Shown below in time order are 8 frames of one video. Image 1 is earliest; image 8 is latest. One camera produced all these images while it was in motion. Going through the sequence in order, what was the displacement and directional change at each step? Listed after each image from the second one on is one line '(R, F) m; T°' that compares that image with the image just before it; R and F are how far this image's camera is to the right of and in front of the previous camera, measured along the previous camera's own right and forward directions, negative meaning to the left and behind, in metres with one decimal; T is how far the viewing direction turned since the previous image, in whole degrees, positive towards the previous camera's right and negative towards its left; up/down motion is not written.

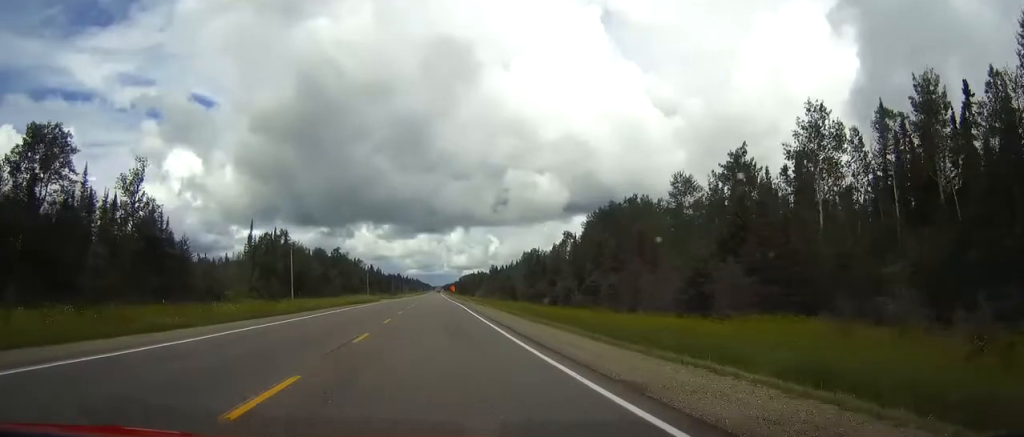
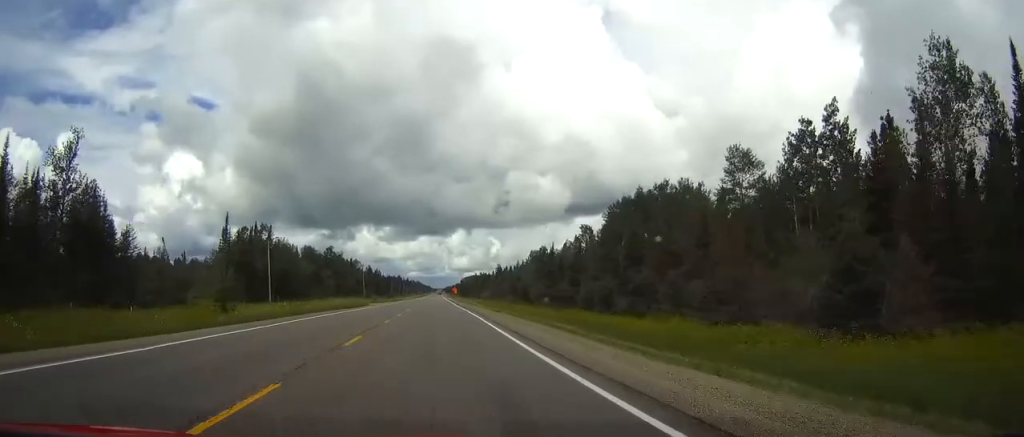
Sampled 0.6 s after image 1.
(-0.1, +19.0) m; 0°
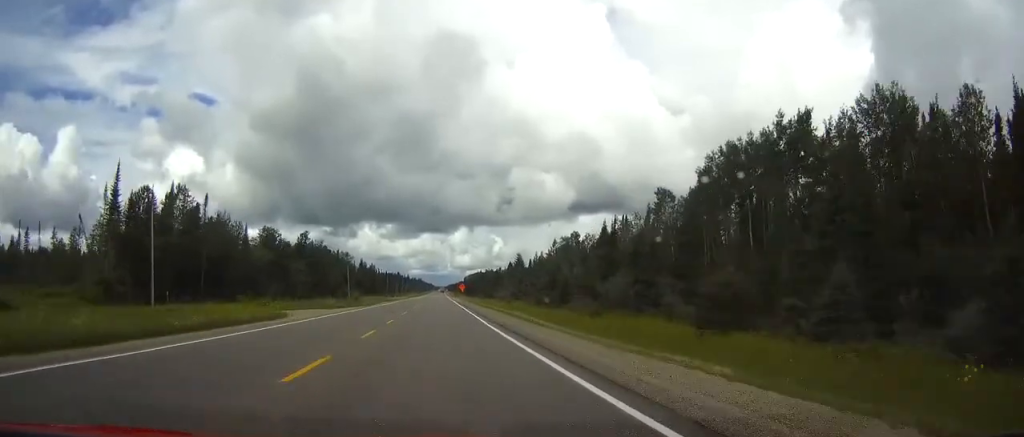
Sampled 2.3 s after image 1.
(-0.1, +49.7) m; 0°
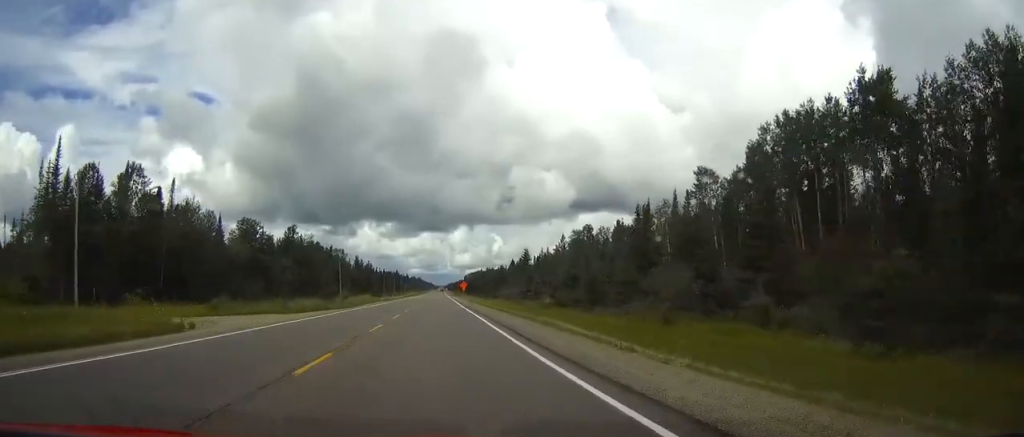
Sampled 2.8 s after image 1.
(-0.1, +15.8) m; 0°
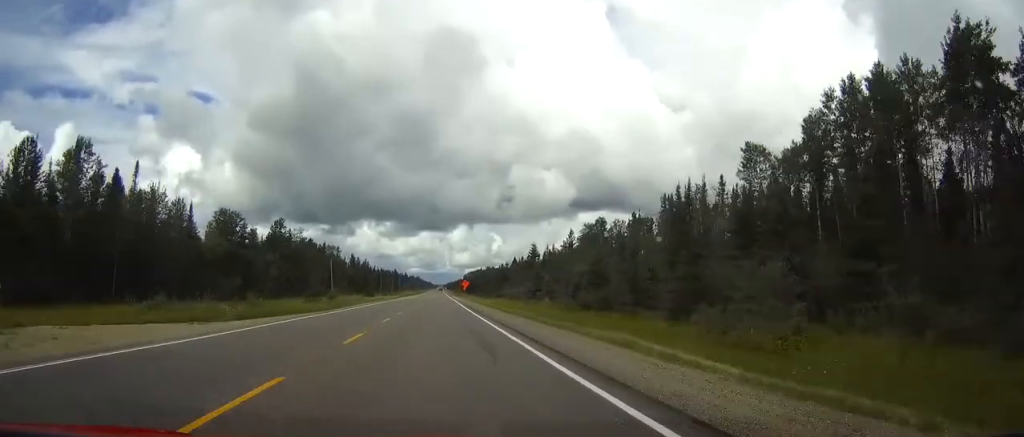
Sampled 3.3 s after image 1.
(0.0, +13.8) m; 0°
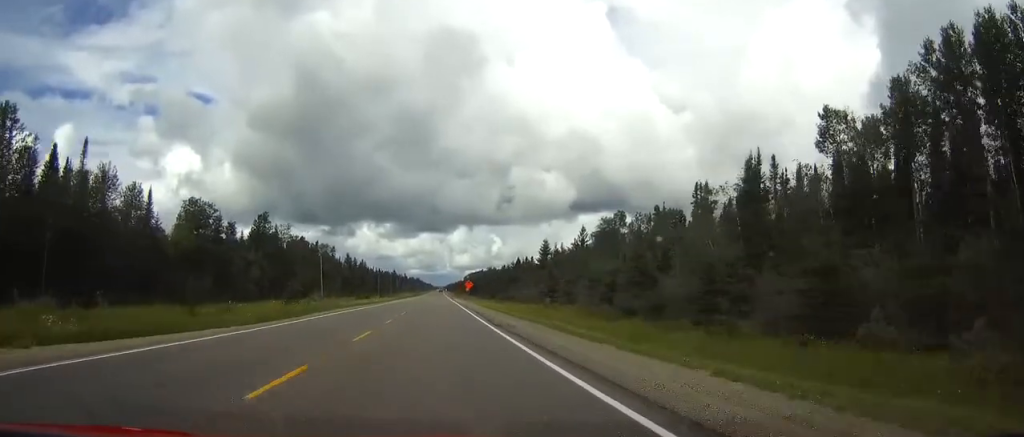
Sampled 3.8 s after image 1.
(0.0, +15.7) m; 0°
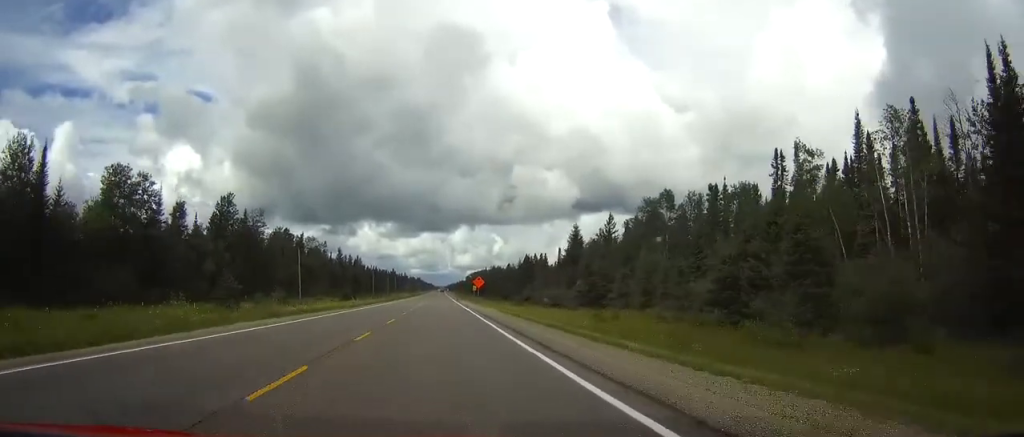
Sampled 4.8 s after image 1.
(-0.1, +27.4) m; 0°
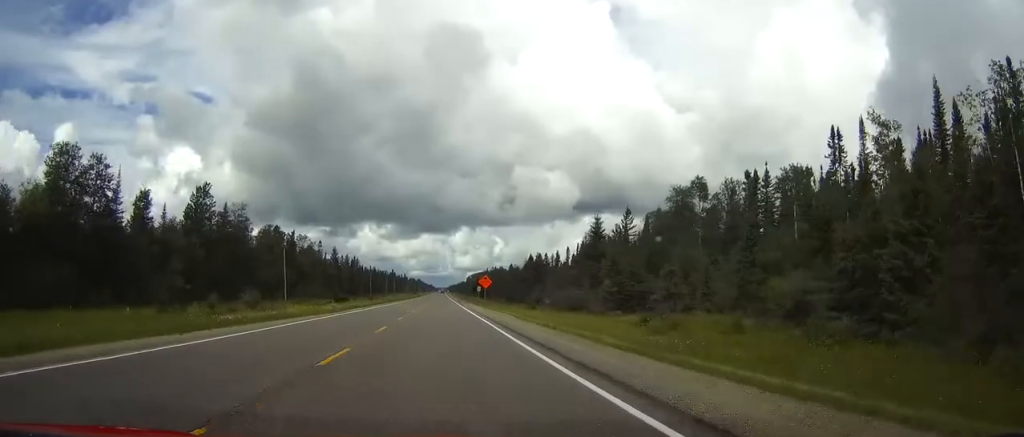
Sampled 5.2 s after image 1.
(0.0, +13.7) m; 0°
